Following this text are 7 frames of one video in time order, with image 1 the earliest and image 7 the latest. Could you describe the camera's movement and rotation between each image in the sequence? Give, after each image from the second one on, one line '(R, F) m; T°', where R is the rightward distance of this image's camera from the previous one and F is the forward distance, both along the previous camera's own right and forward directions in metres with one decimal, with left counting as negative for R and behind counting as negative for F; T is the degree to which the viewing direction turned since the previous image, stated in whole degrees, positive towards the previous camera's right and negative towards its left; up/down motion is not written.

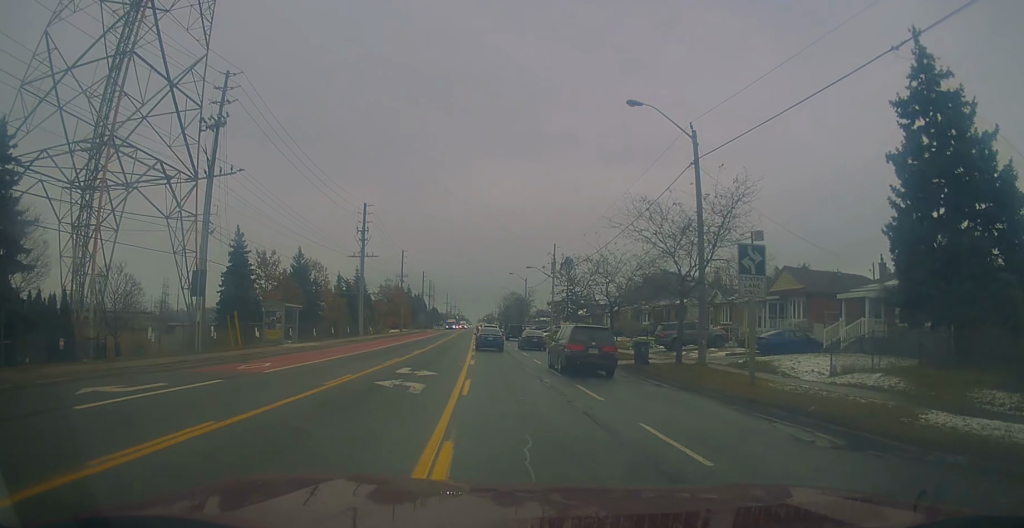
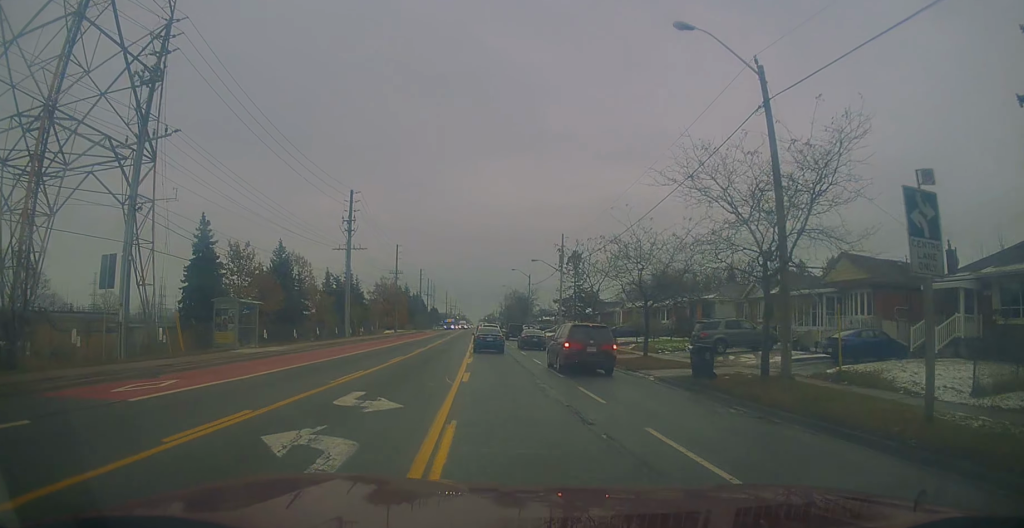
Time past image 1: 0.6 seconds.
(-0.1, +7.7) m; +1°
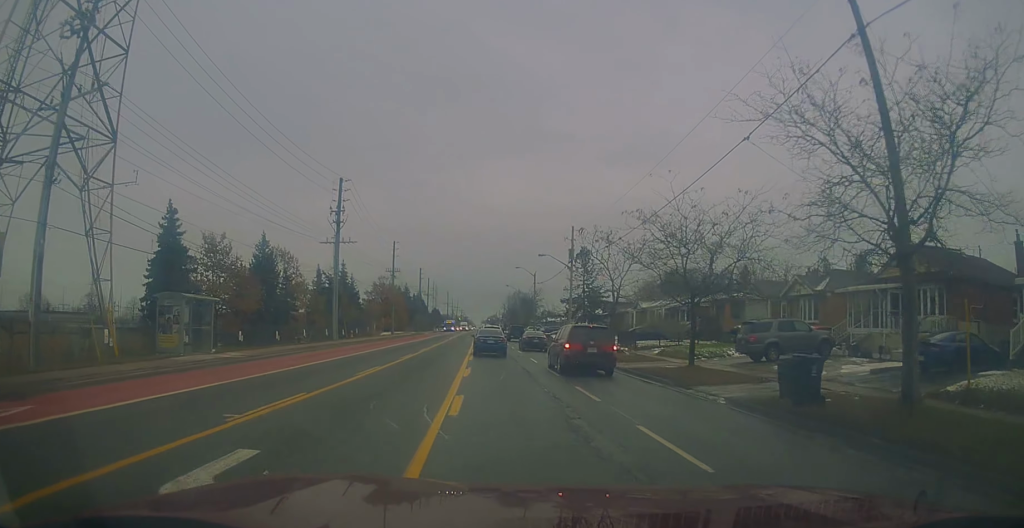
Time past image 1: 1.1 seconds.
(+0.3, +6.2) m; 0°
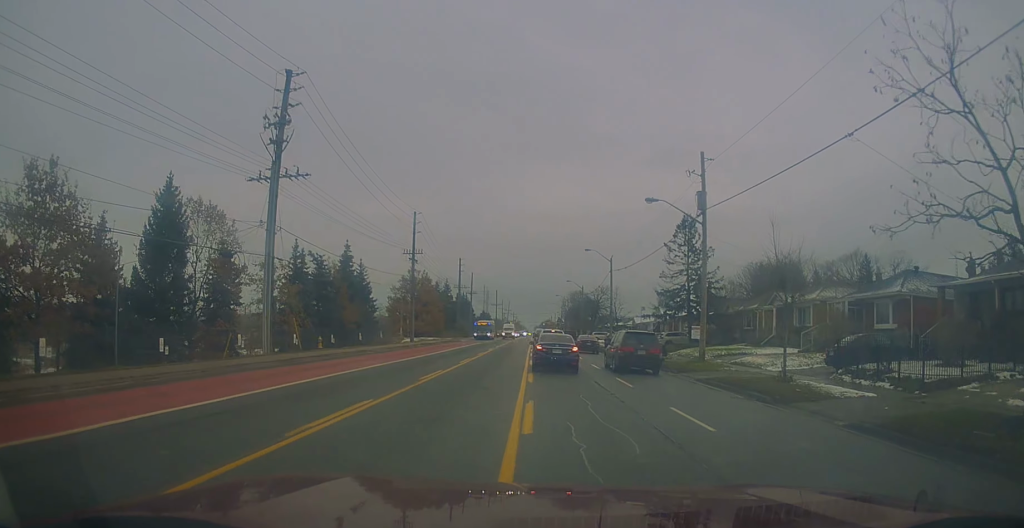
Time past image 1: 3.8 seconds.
(-1.4, +28.7) m; -7°
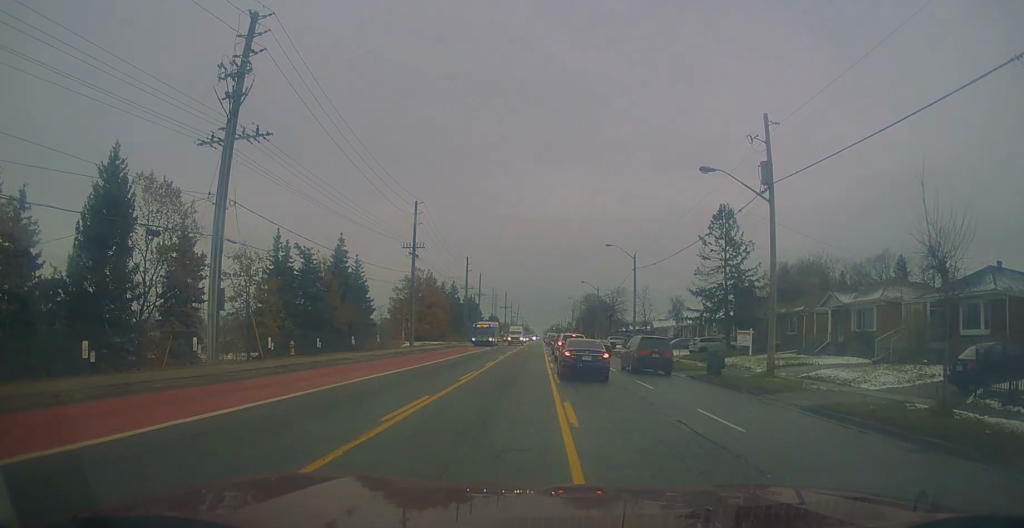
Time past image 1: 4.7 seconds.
(-0.2, +7.6) m; -2°
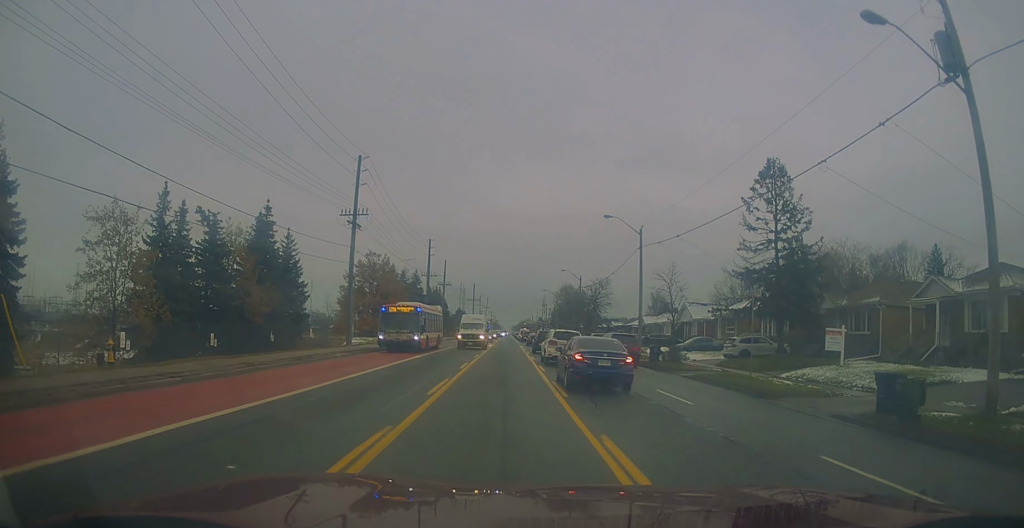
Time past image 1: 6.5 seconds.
(+0.6, +14.1) m; +5°
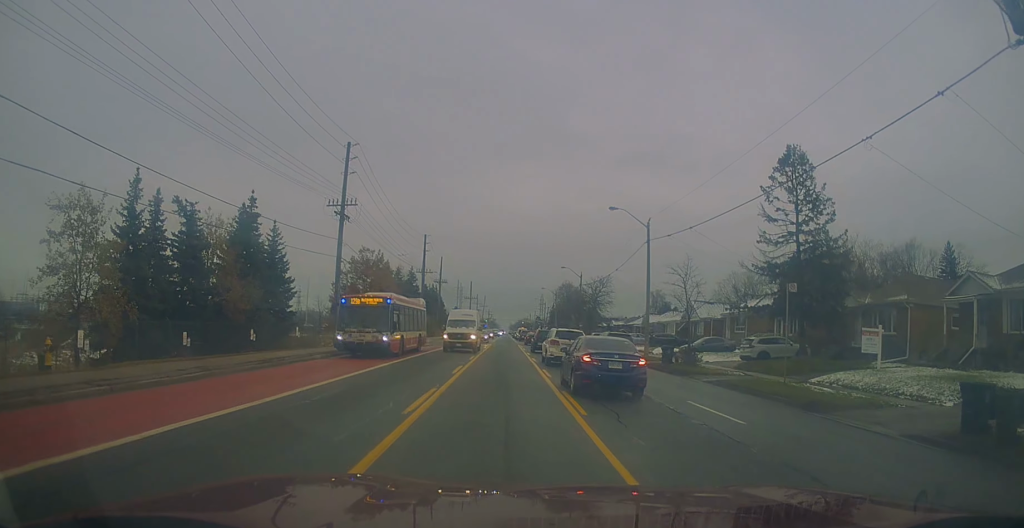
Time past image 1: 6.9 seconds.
(-0.1, +3.0) m; +1°
